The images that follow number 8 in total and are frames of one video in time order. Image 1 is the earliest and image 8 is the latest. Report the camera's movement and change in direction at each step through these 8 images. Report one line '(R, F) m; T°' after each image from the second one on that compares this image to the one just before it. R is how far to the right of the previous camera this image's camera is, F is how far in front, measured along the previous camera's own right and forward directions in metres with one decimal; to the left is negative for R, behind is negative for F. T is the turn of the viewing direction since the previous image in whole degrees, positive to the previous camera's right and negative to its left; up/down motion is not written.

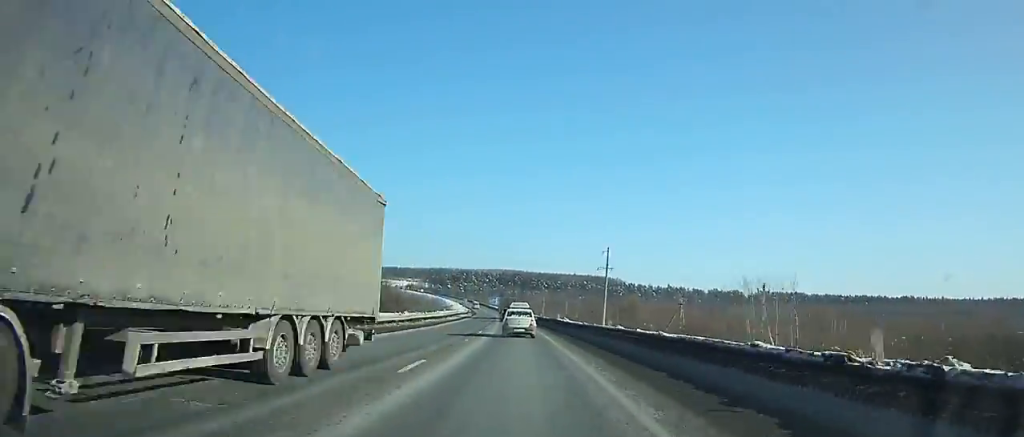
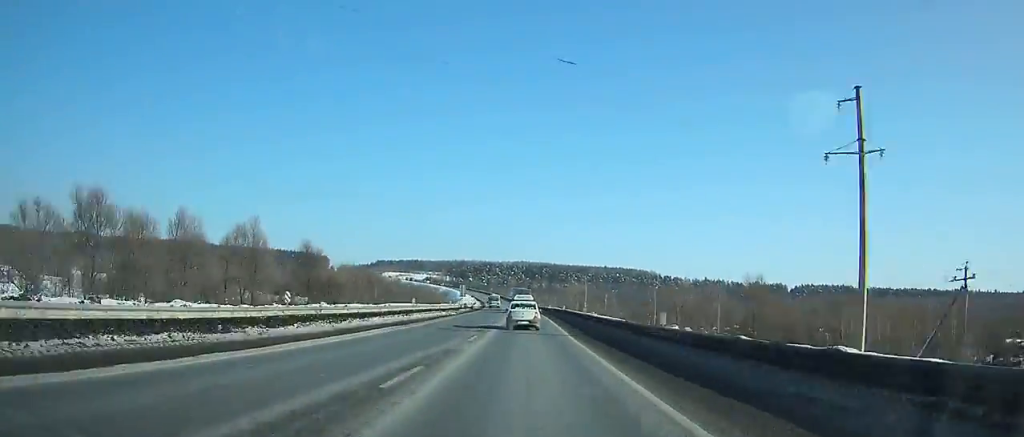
(-1.6, +60.6) m; -2°
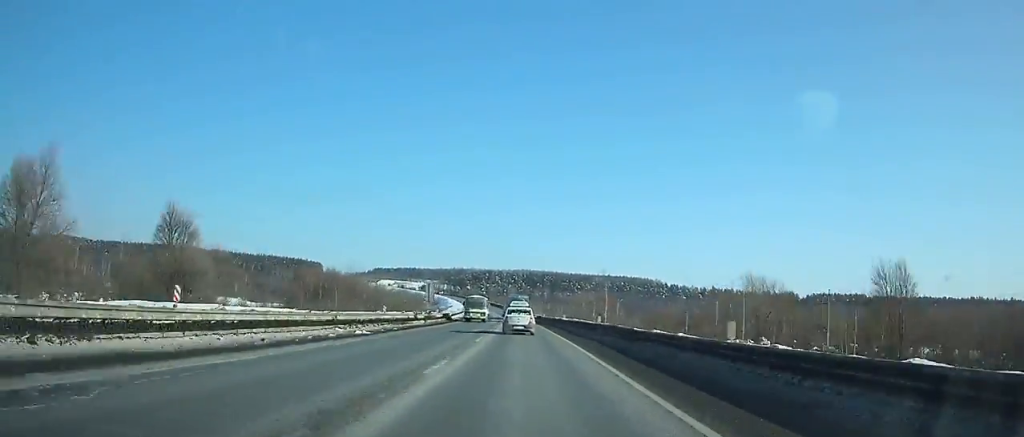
(-0.2, +34.4) m; -1°
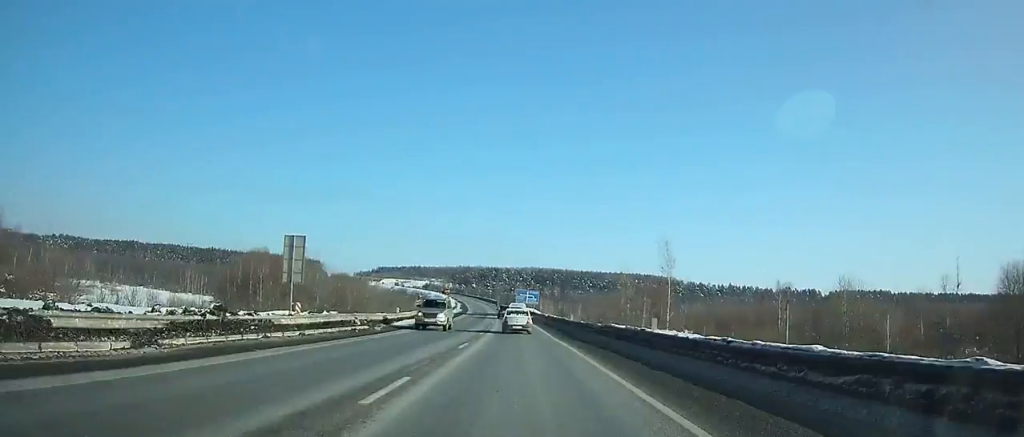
(-0.4, +39.9) m; -1°
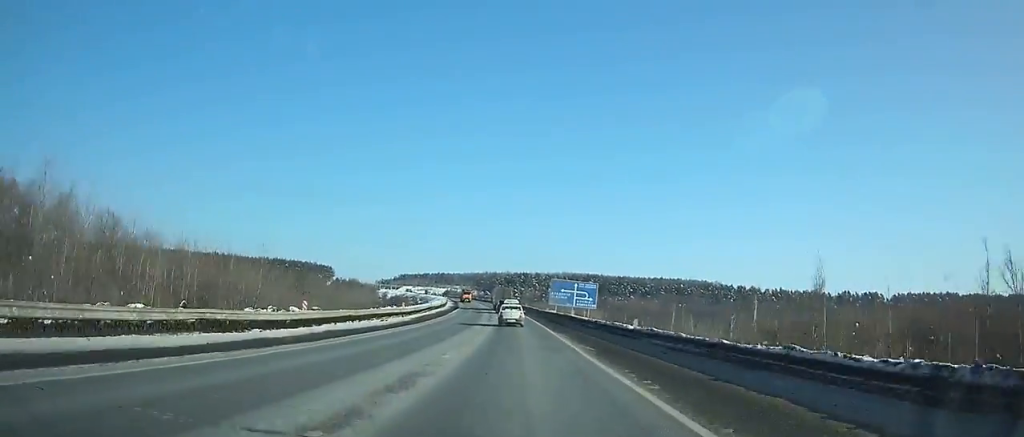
(-1.8, +78.5) m; -3°
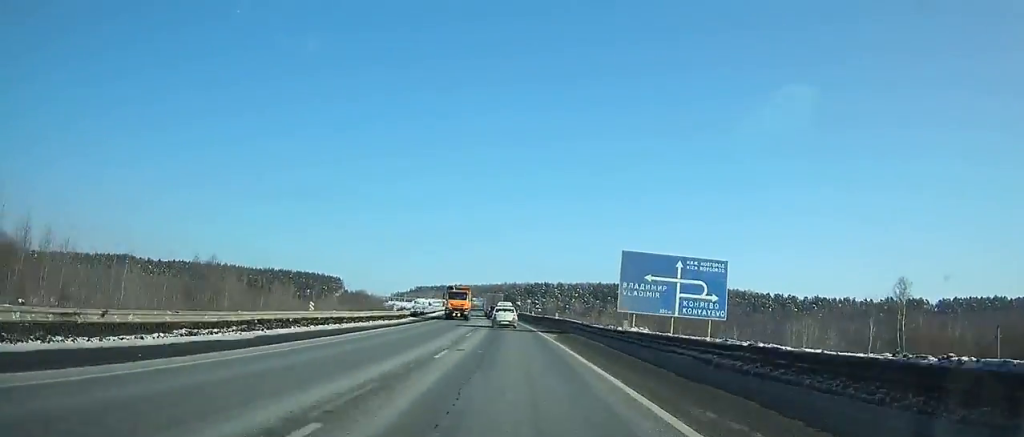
(-1.2, +48.6) m; -3°
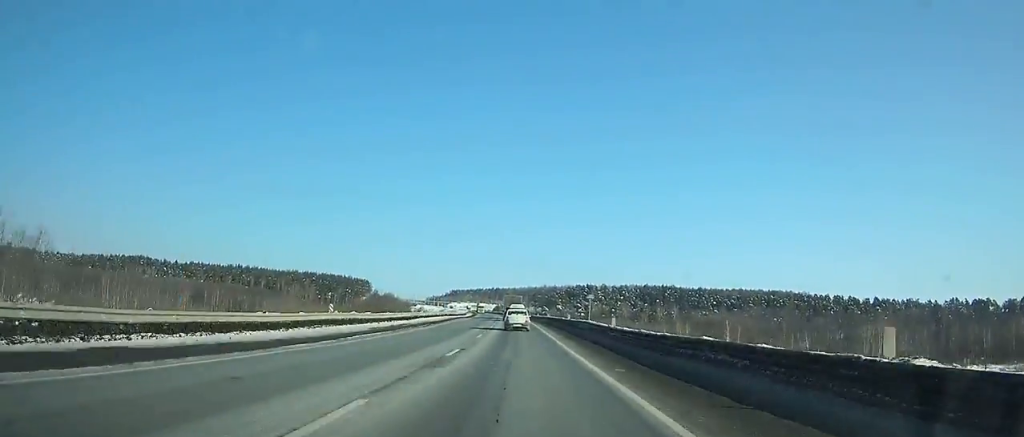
(-1.3, +46.1) m; -3°
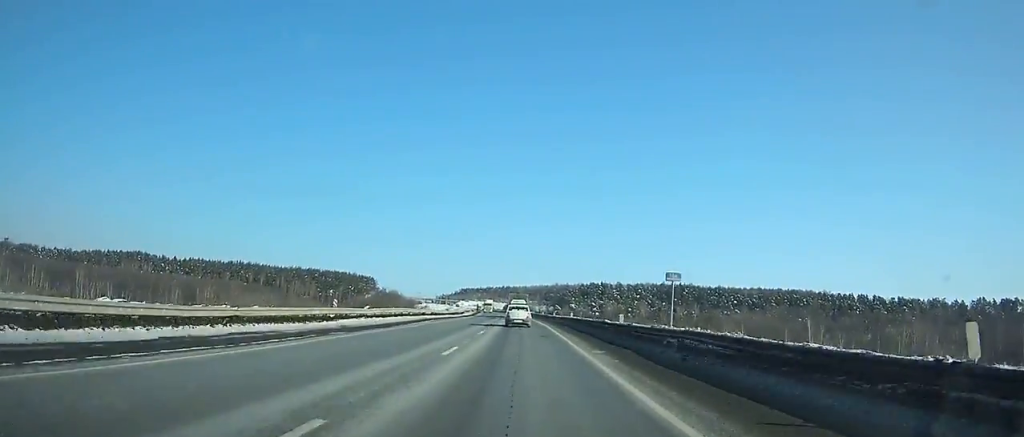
(-0.3, +26.0) m; -1°
